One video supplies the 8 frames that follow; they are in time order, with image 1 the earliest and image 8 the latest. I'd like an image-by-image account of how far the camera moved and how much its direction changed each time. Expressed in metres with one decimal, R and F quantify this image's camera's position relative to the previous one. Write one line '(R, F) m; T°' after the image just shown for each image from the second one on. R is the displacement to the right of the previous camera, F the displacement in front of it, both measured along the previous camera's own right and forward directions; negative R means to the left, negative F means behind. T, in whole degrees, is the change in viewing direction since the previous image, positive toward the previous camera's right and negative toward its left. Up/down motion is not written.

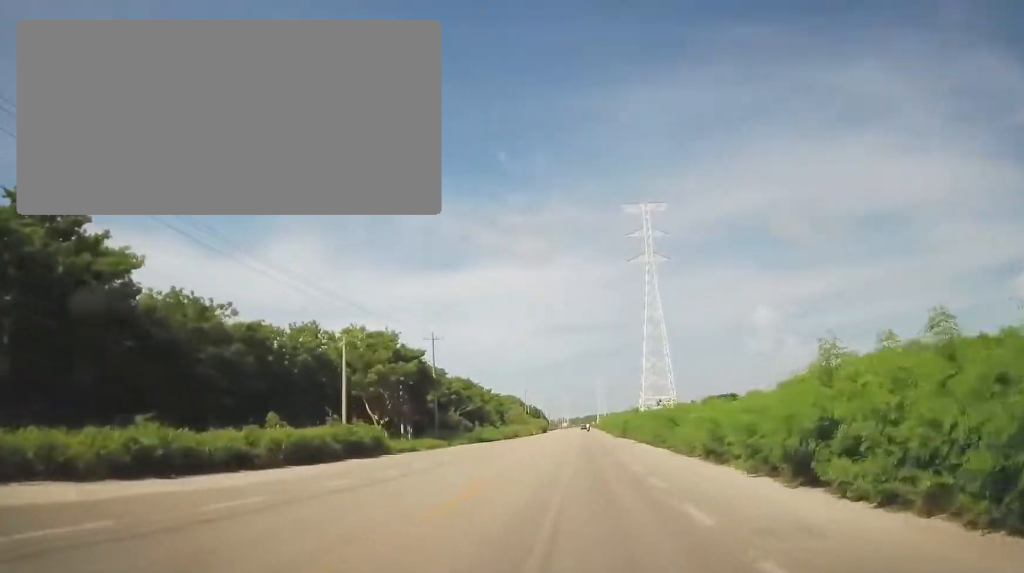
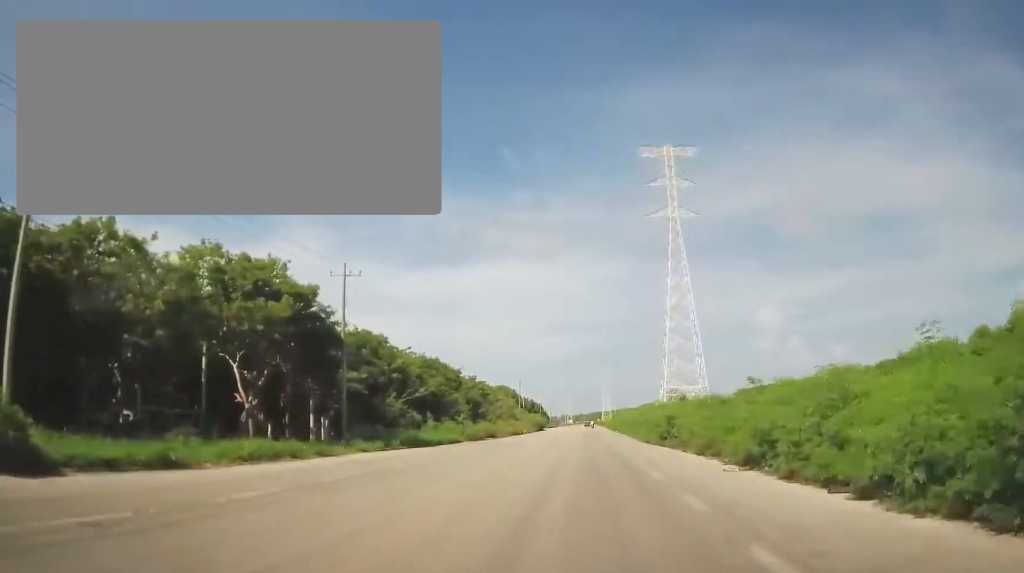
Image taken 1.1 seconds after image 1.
(0.0, +24.7) m; 0°
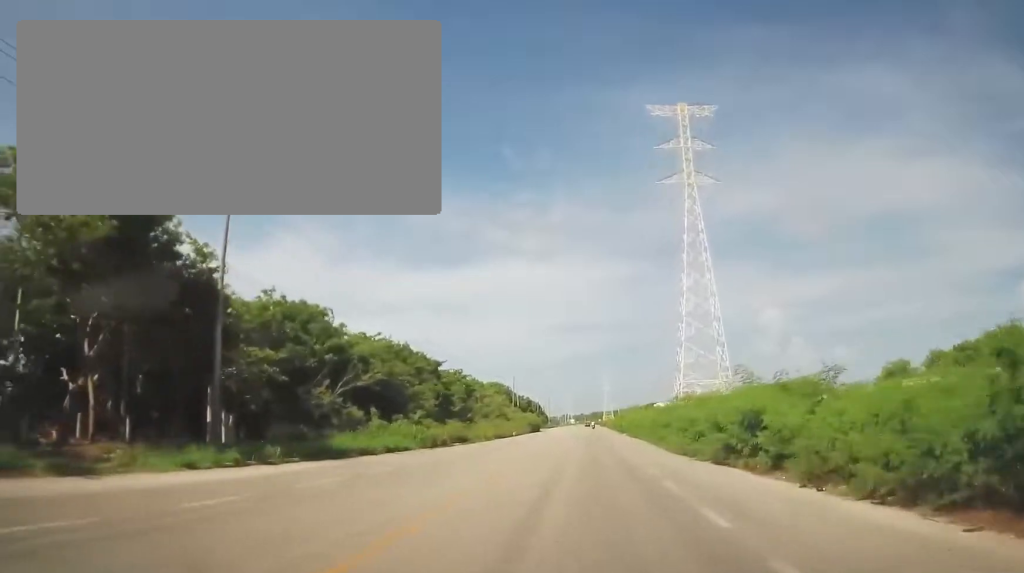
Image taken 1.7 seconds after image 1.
(+0.1, +13.8) m; 0°
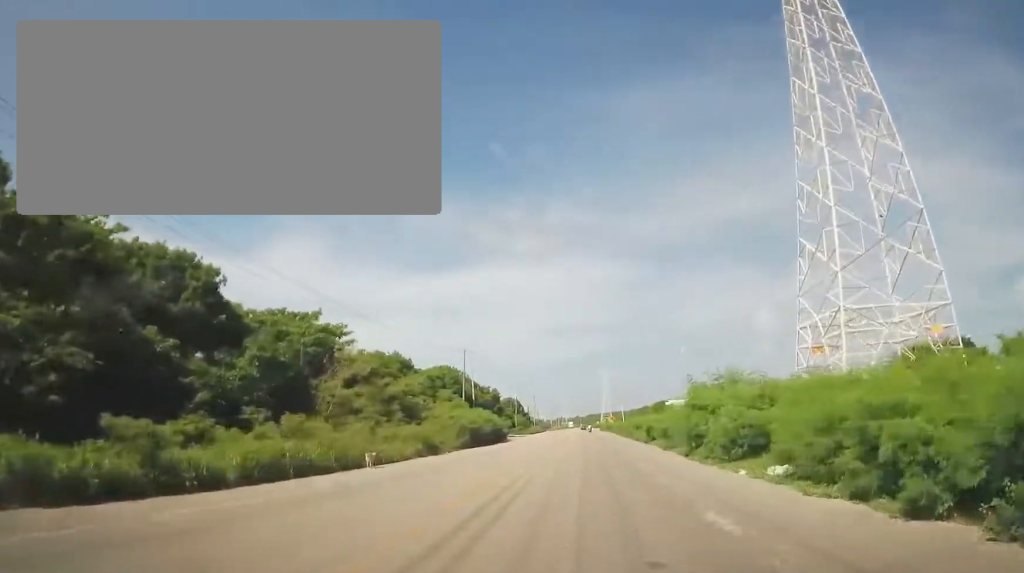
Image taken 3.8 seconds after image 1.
(-1.0, +46.9) m; -2°
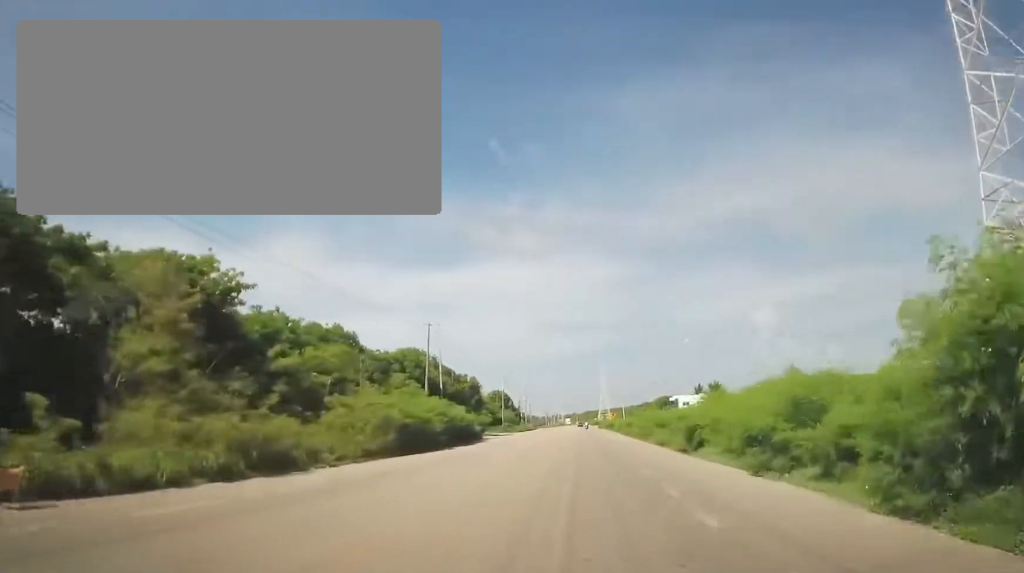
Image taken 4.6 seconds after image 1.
(+0.2, +16.4) m; 0°
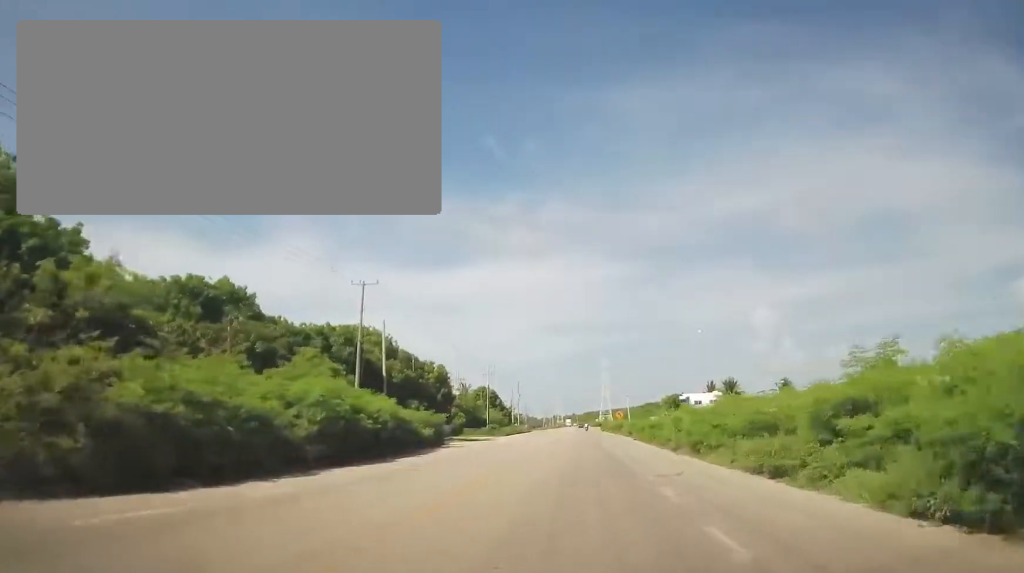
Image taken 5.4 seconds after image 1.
(-0.1, +18.1) m; +1°
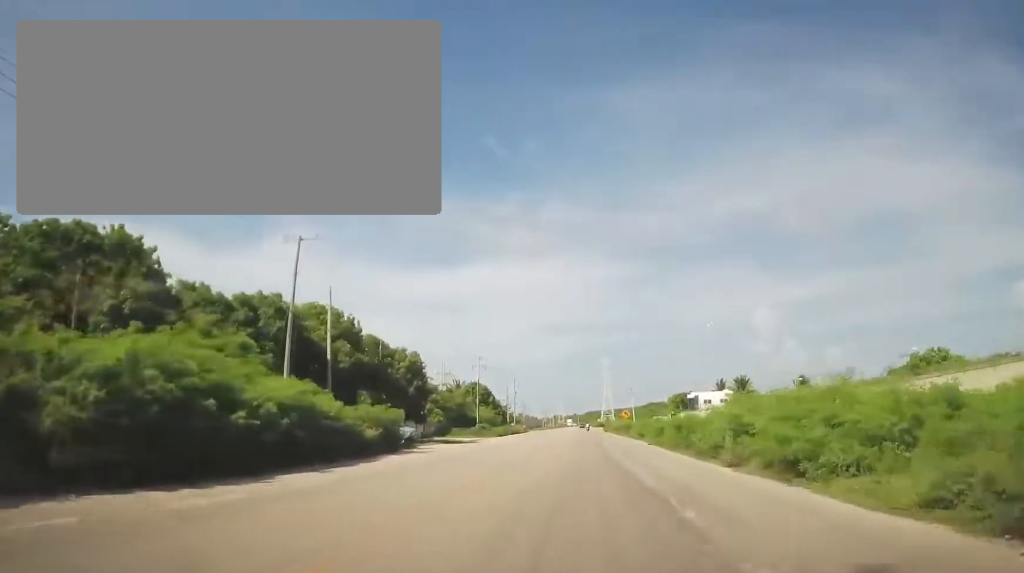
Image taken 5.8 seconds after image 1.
(0.0, +10.2) m; 0°
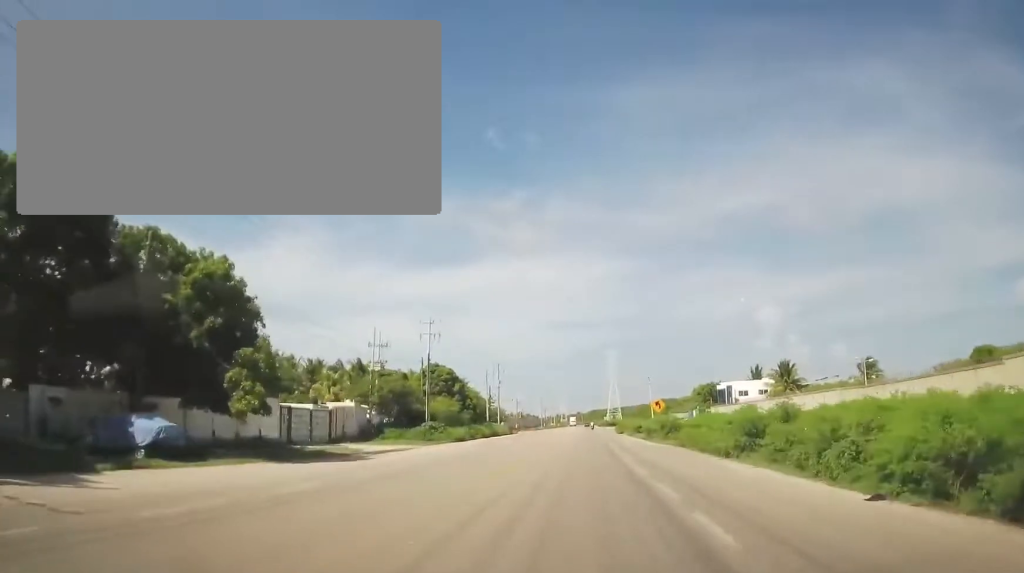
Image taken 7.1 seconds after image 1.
(+0.4, +29.7) m; 0°
